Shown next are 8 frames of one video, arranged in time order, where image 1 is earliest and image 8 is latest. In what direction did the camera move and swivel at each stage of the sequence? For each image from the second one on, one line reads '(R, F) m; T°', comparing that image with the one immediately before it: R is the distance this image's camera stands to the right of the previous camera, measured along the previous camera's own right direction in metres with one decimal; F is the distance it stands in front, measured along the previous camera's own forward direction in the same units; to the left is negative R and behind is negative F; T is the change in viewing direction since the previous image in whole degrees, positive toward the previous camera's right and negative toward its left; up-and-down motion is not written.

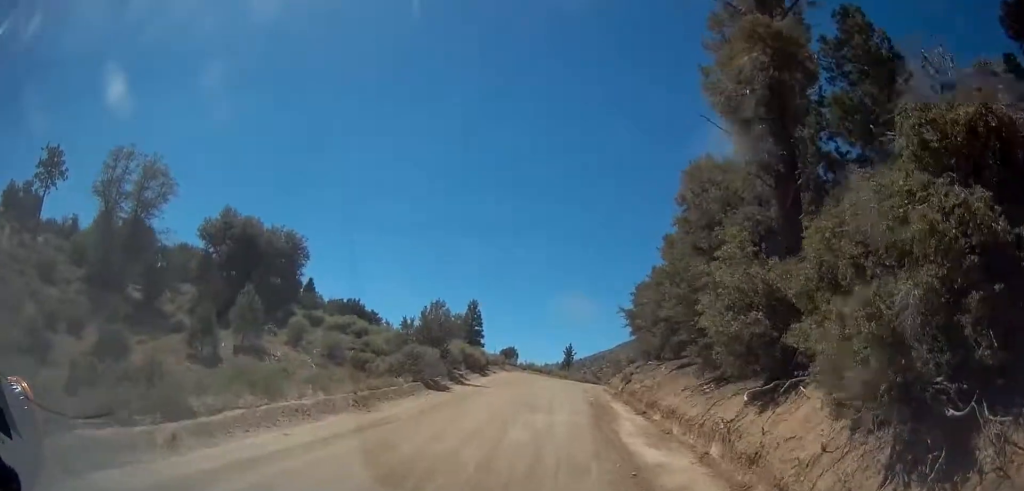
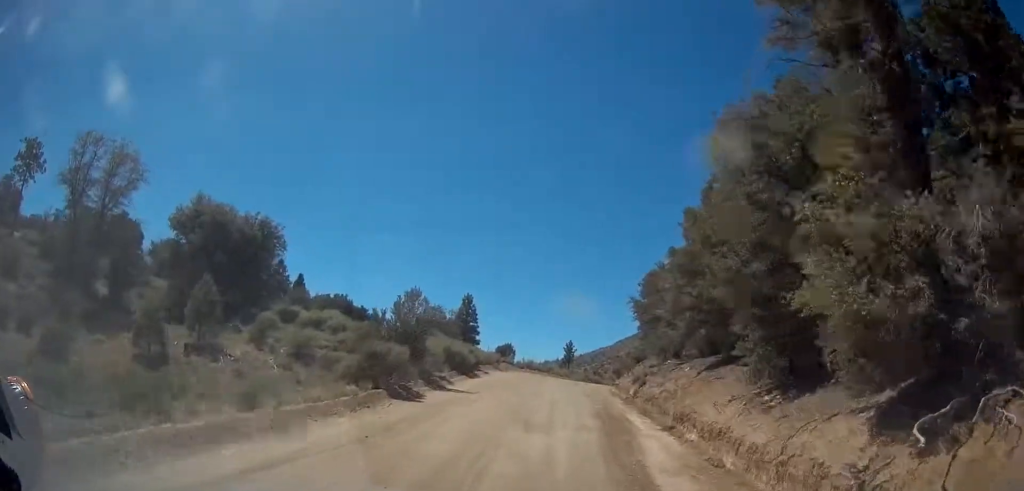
(+0.3, +4.2) m; +3°
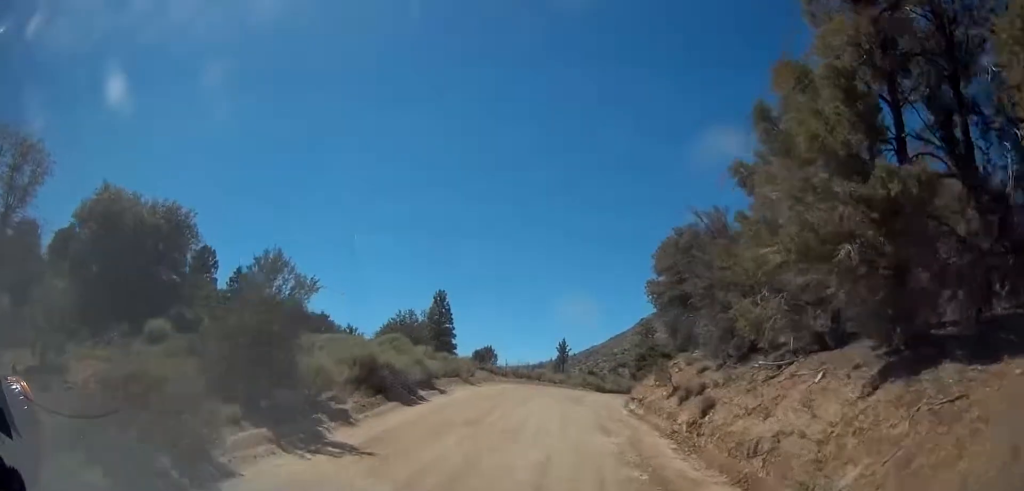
(-0.1, +10.0) m; +4°
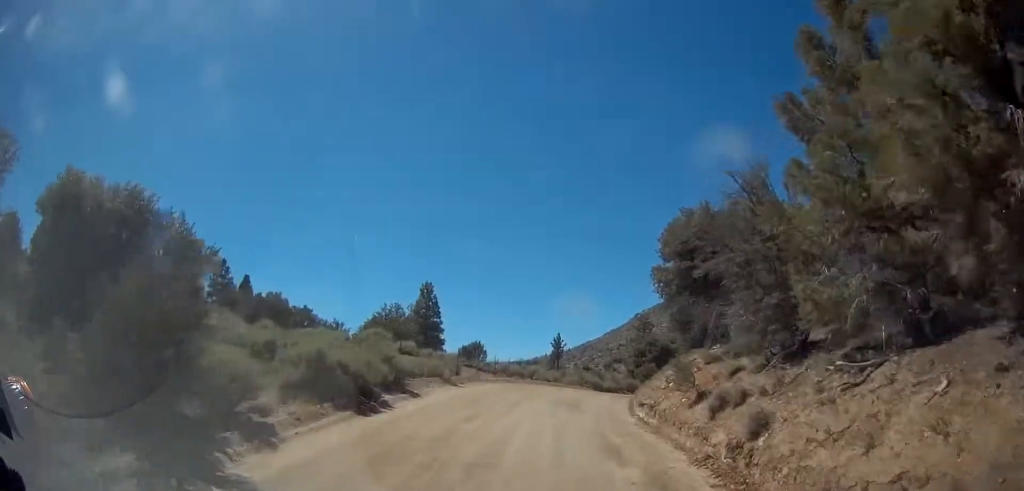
(0.0, +3.3) m; +2°
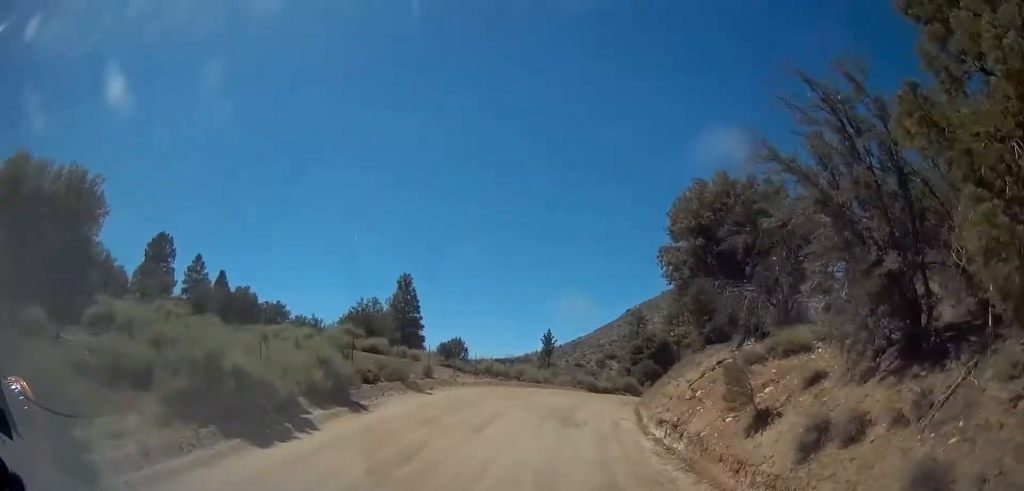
(+0.4, +4.2) m; -1°
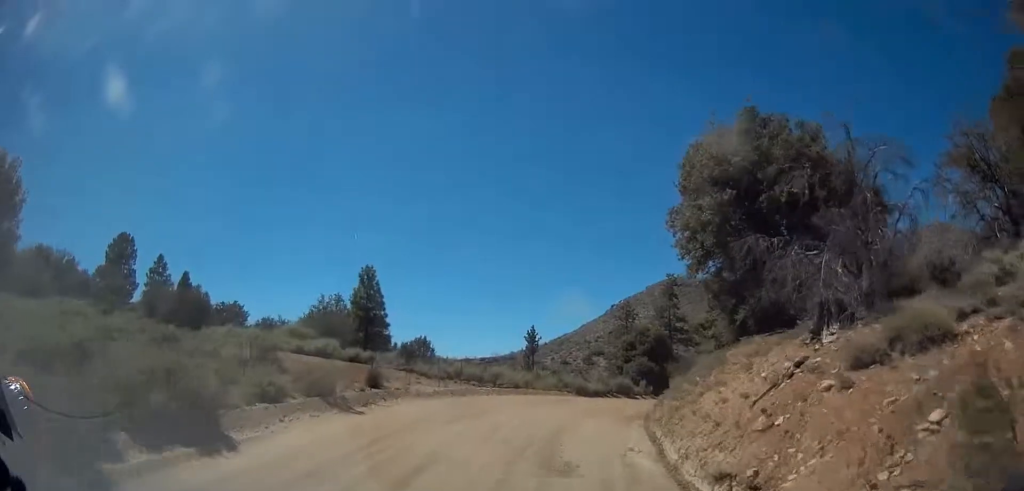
(-0.5, +5.4) m; 0°
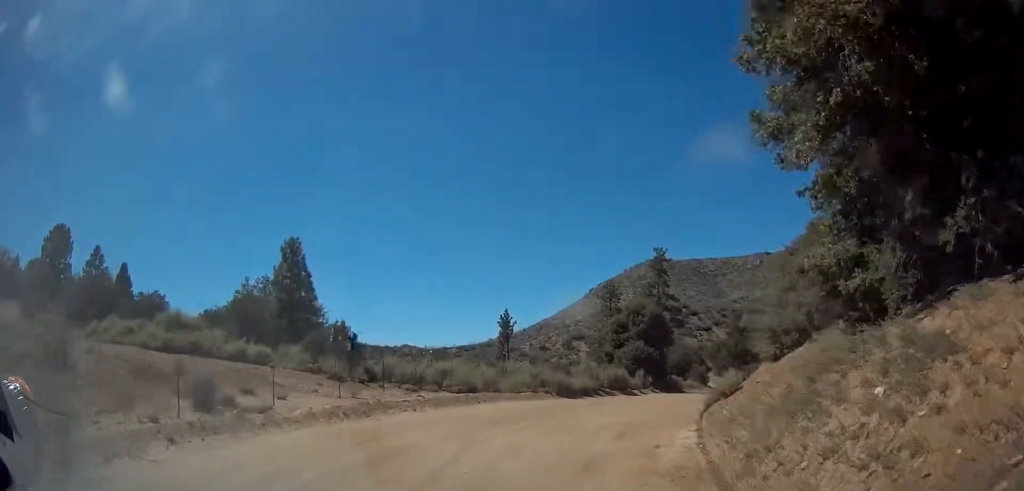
(+0.4, +8.7) m; +2°
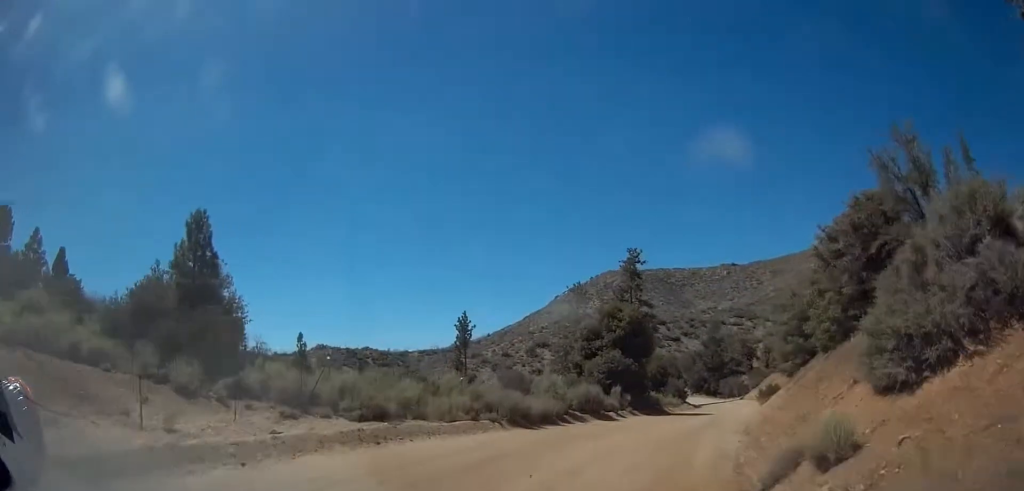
(+0.1, +6.8) m; +5°
